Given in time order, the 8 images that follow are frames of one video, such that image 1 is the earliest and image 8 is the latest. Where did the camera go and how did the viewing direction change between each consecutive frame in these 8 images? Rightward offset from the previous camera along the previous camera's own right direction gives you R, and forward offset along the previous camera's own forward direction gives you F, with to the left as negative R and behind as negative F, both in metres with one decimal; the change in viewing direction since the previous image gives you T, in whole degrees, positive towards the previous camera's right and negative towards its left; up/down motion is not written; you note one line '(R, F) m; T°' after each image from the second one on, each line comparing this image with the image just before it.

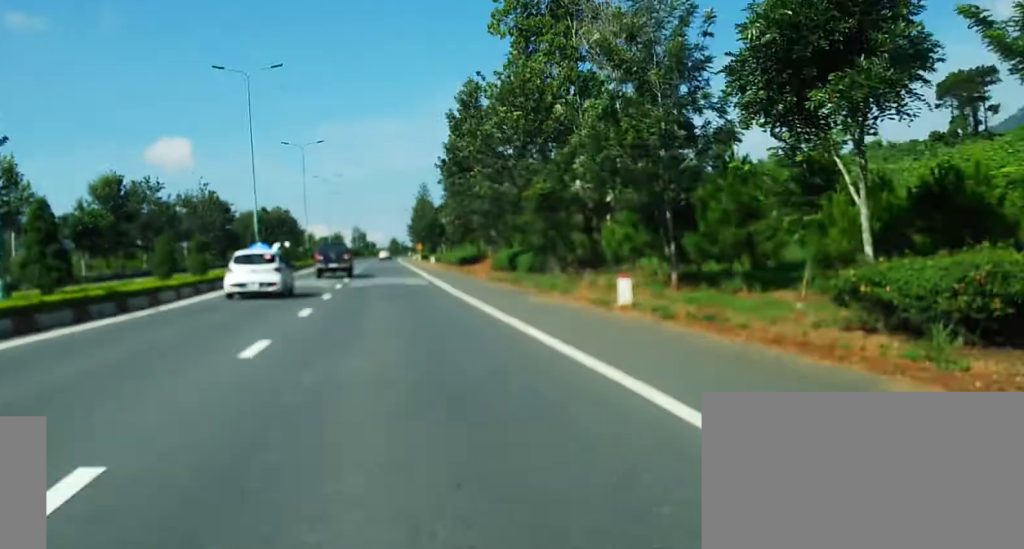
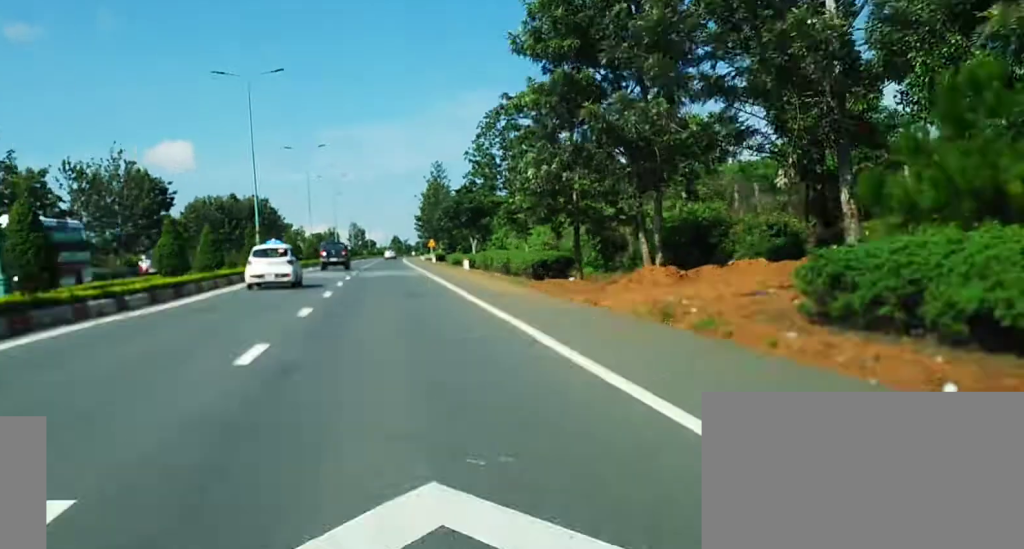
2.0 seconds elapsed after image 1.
(-0.1, +41.7) m; 0°
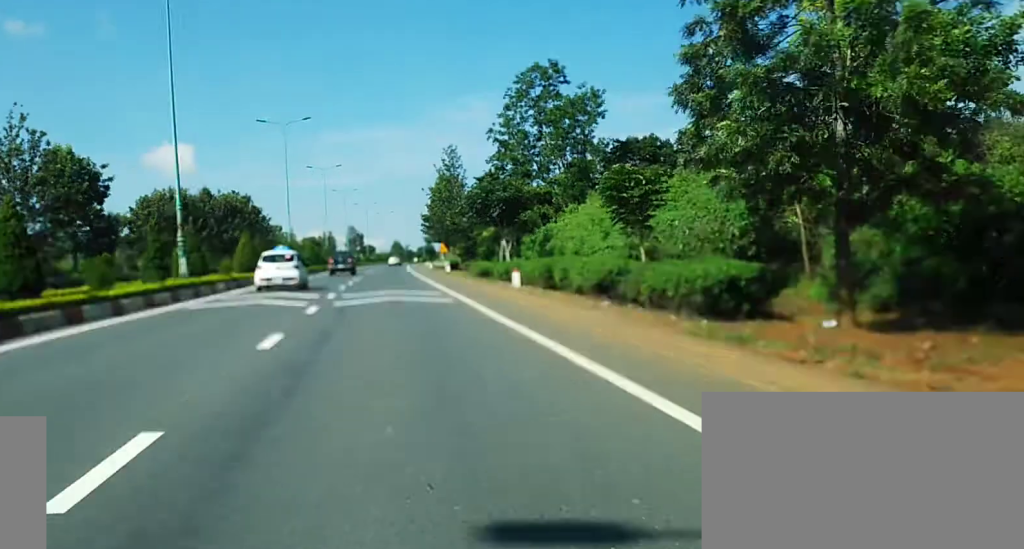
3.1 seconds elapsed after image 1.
(+0.1, +21.9) m; 0°
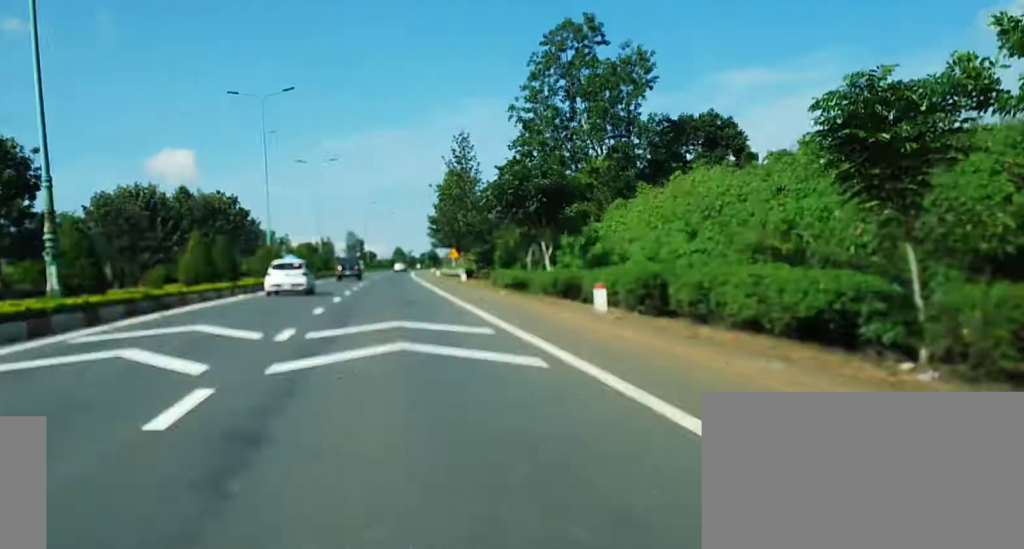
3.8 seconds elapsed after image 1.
(0.0, +13.7) m; 0°
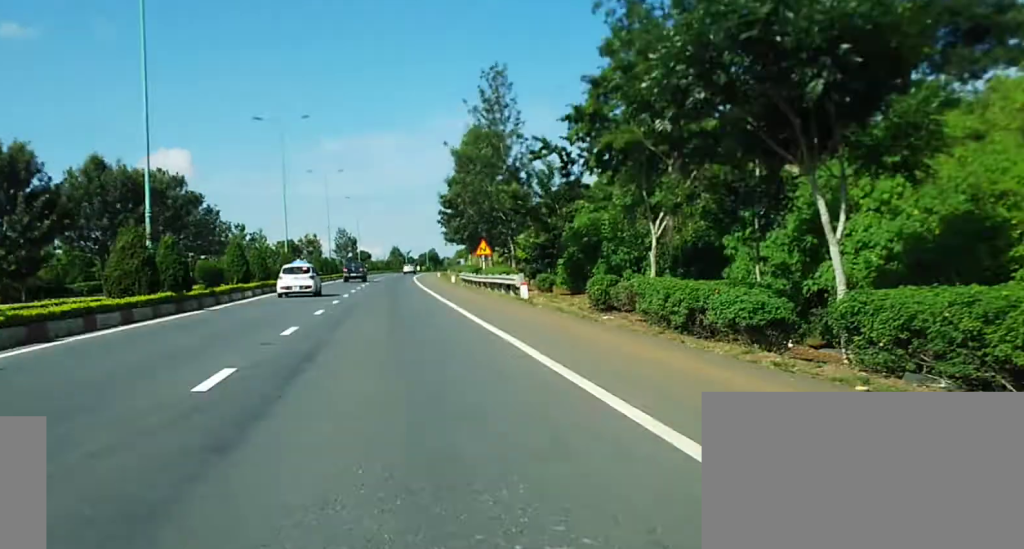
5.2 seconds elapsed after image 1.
(0.0, +30.0) m; 0°
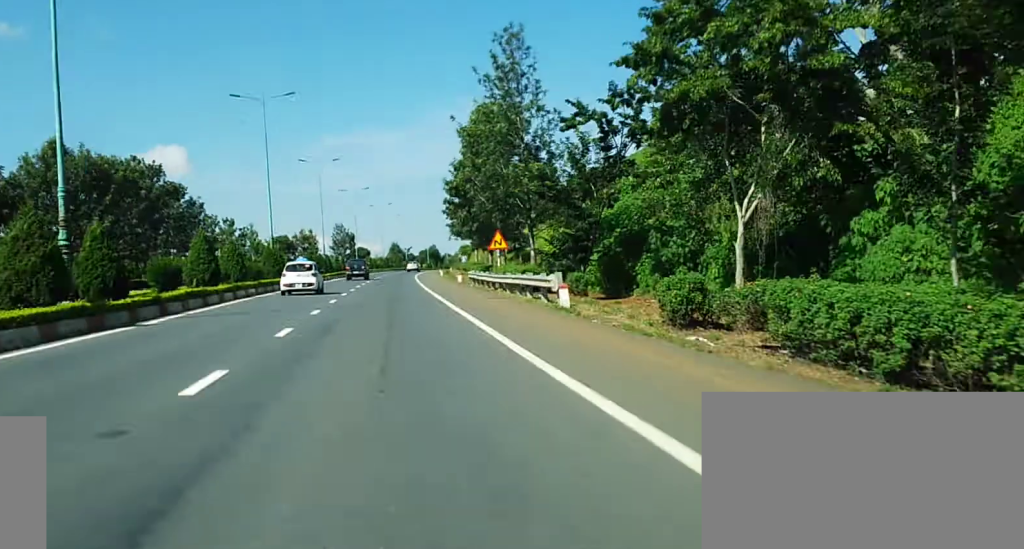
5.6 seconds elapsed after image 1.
(0.0, +8.2) m; 0°
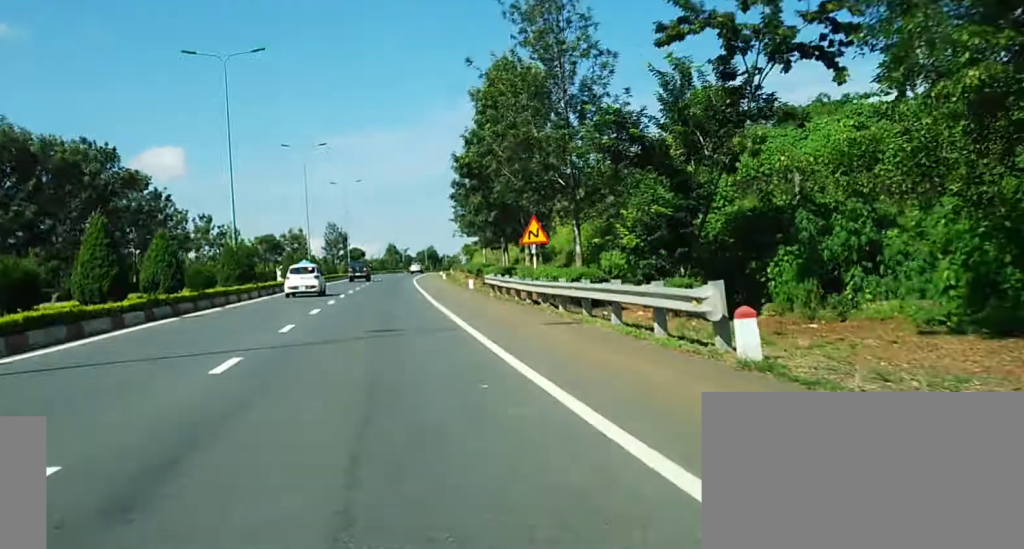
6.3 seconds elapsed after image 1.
(+0.2, +13.6) m; +1°
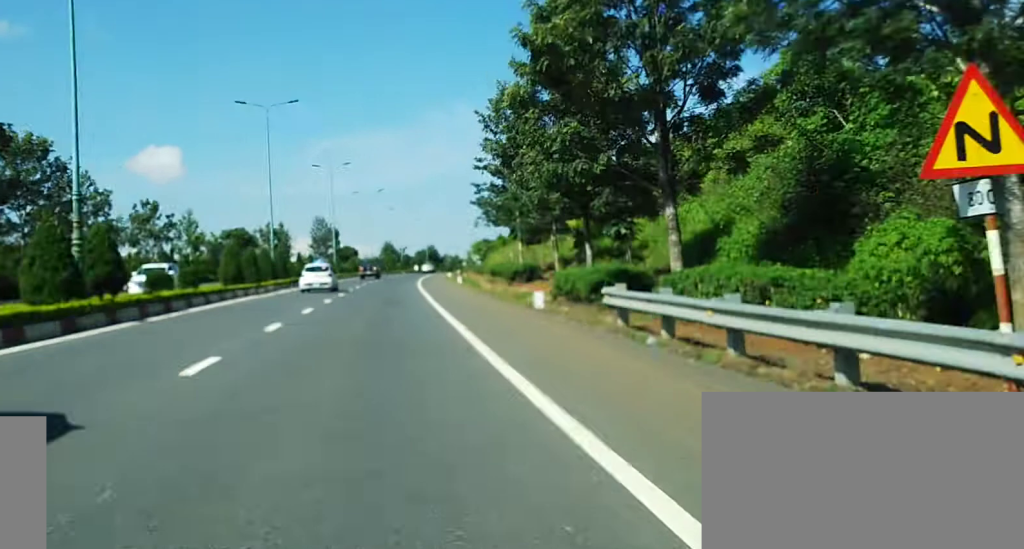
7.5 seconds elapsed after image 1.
(+0.2, +24.4) m; 0°
